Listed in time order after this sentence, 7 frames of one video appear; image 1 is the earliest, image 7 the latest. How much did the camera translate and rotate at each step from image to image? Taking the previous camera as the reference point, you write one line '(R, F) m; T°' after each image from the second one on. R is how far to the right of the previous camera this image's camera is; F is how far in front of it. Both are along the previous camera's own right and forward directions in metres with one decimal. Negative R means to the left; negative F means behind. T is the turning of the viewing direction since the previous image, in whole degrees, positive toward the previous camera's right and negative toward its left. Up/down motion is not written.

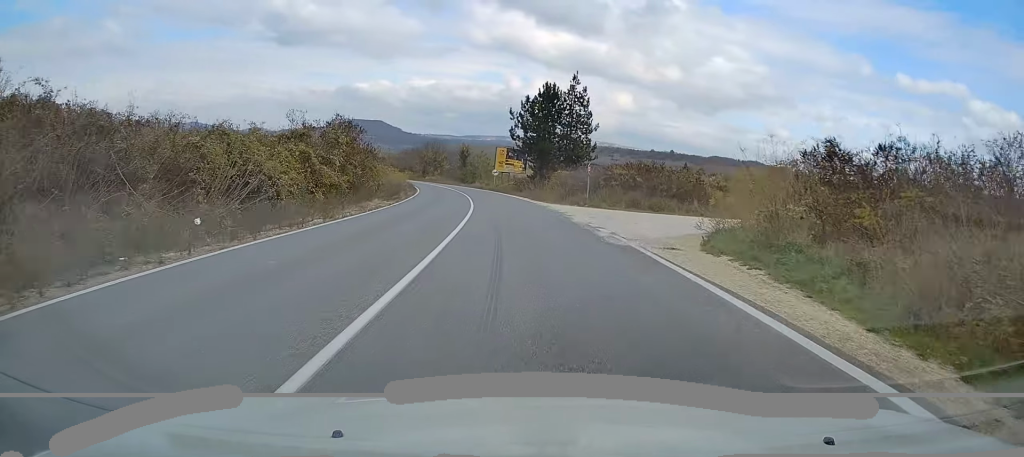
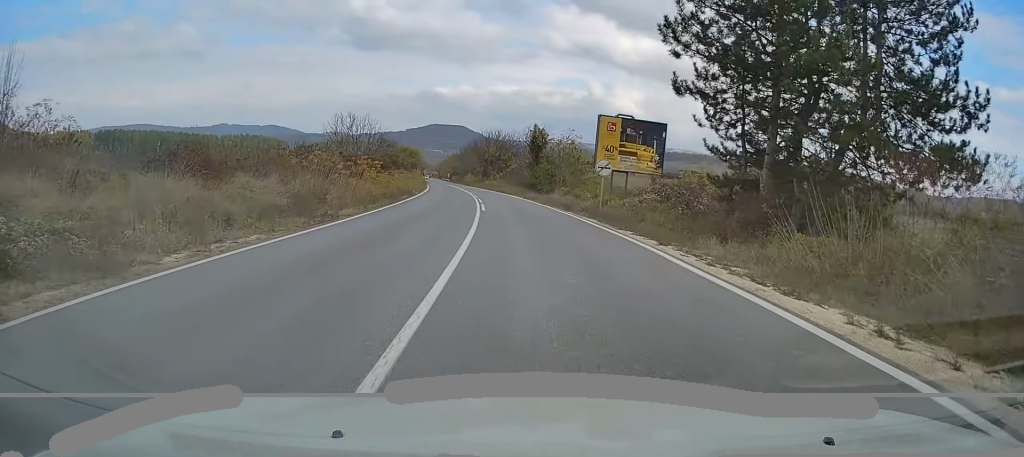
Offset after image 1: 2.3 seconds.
(-3.3, +45.6) m; -7°
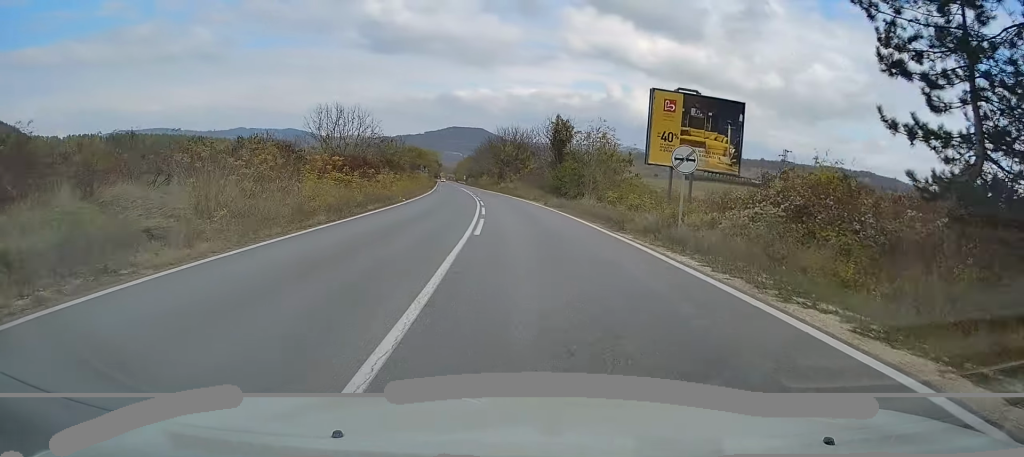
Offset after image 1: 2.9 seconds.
(-0.1, +11.3) m; -1°
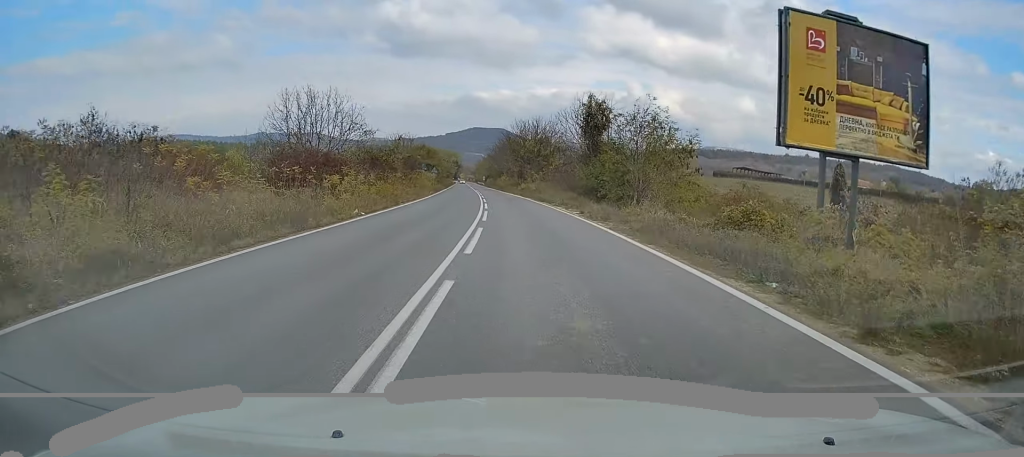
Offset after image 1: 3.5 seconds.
(0.0, +12.7) m; -1°
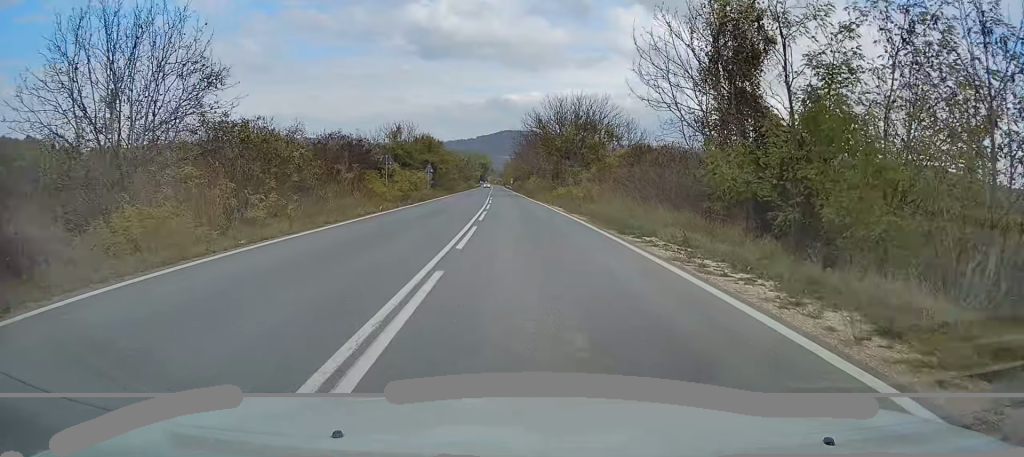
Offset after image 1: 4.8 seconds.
(-0.9, +25.8) m; -4°
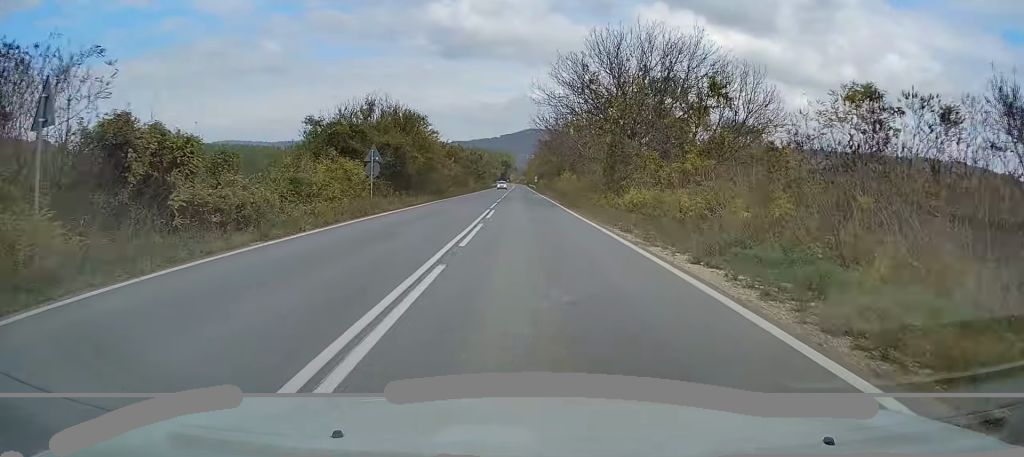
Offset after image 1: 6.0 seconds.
(-0.7, +26.5) m; -2°
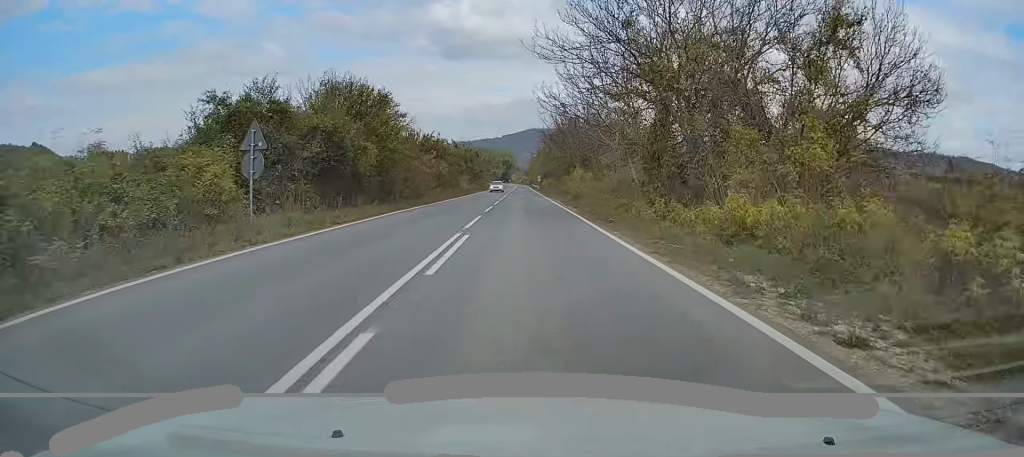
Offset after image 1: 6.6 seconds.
(-0.1, +12.7) m; -1°
